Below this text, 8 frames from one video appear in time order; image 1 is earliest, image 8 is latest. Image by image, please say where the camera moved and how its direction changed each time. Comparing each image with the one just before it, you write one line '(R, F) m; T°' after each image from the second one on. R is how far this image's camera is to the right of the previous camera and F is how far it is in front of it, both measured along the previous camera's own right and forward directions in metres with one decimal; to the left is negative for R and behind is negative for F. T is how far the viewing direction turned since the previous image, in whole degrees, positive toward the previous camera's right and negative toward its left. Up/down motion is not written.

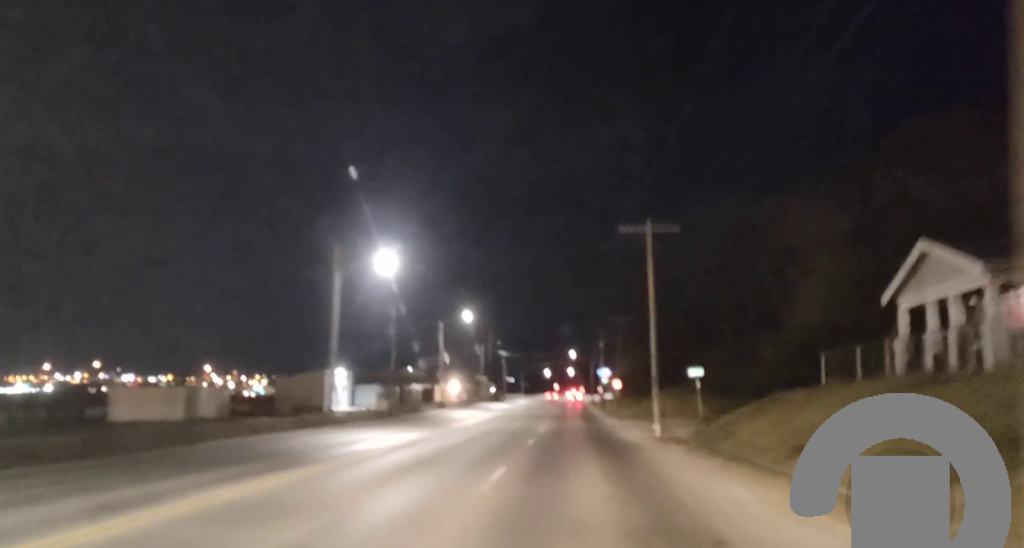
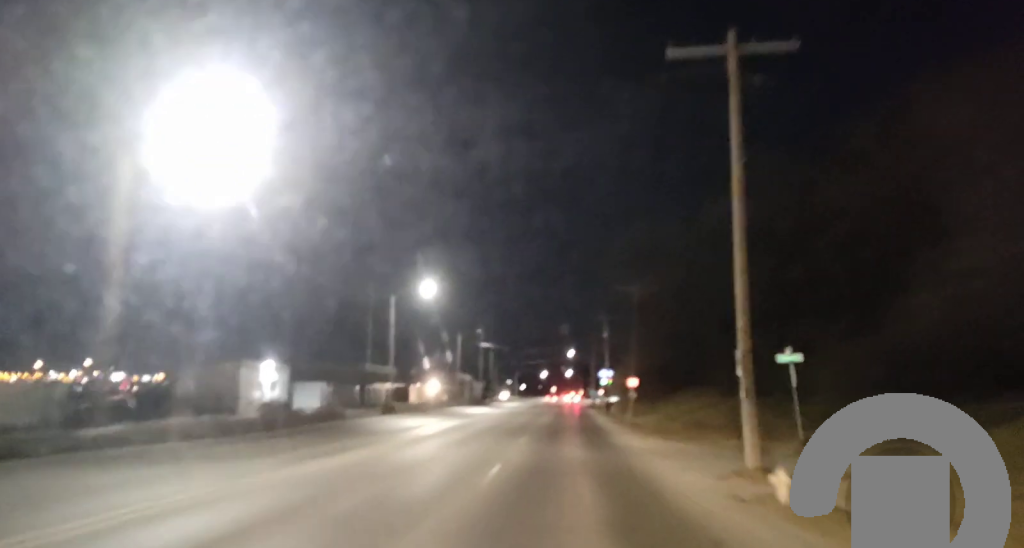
(+0.1, +22.4) m; +1°
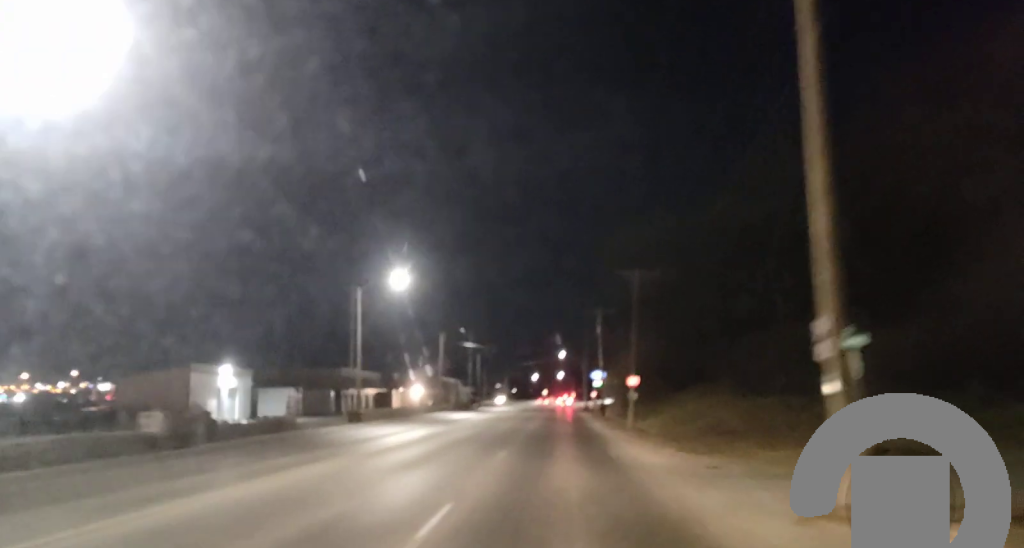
(+0.1, +7.3) m; -1°
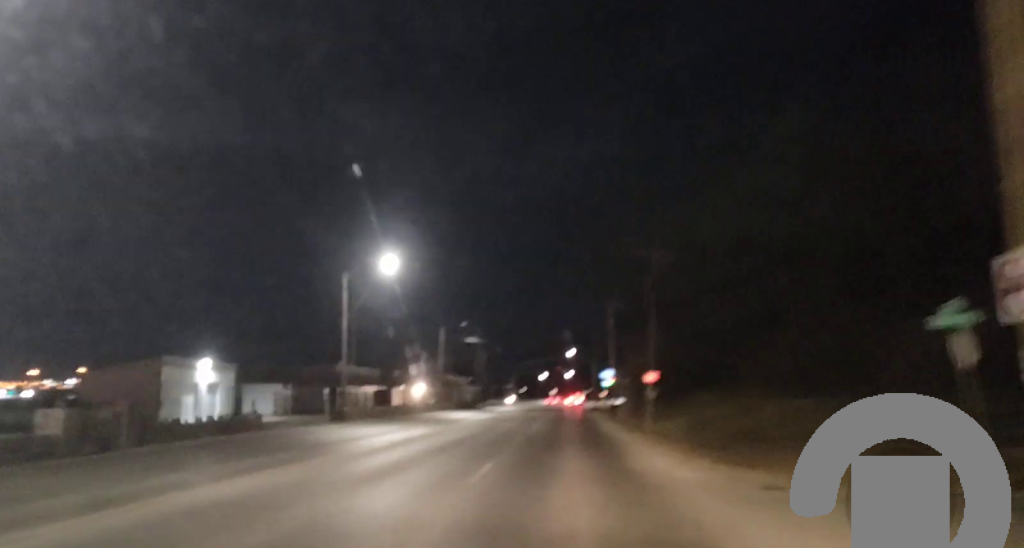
(+0.1, +5.7) m; -1°
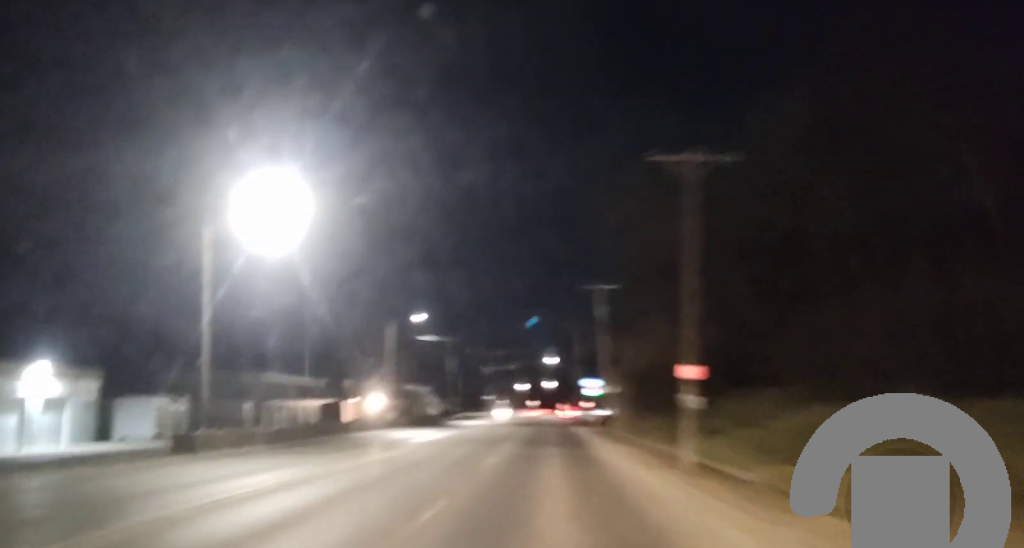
(-0.5, +16.9) m; -2°
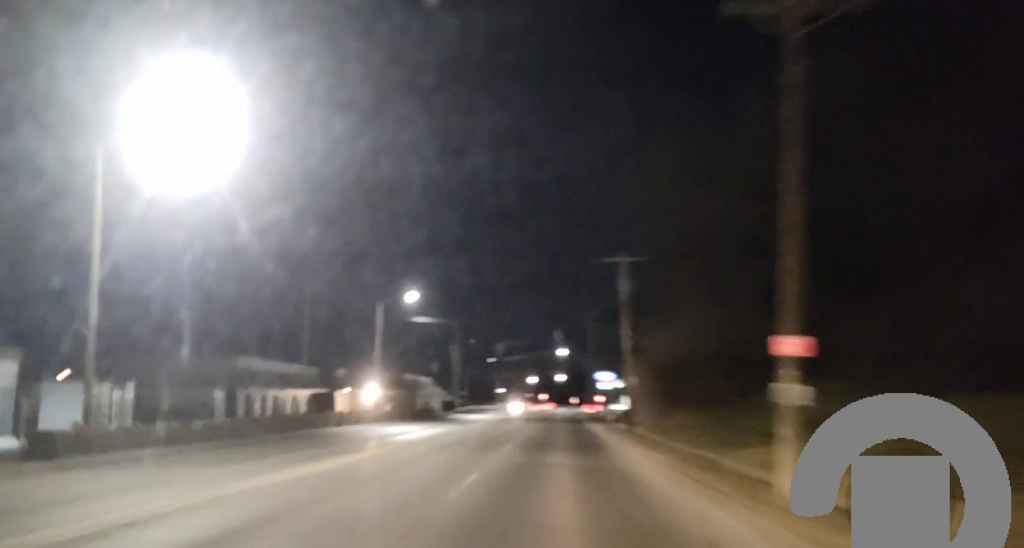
(-0.1, +8.8) m; 0°
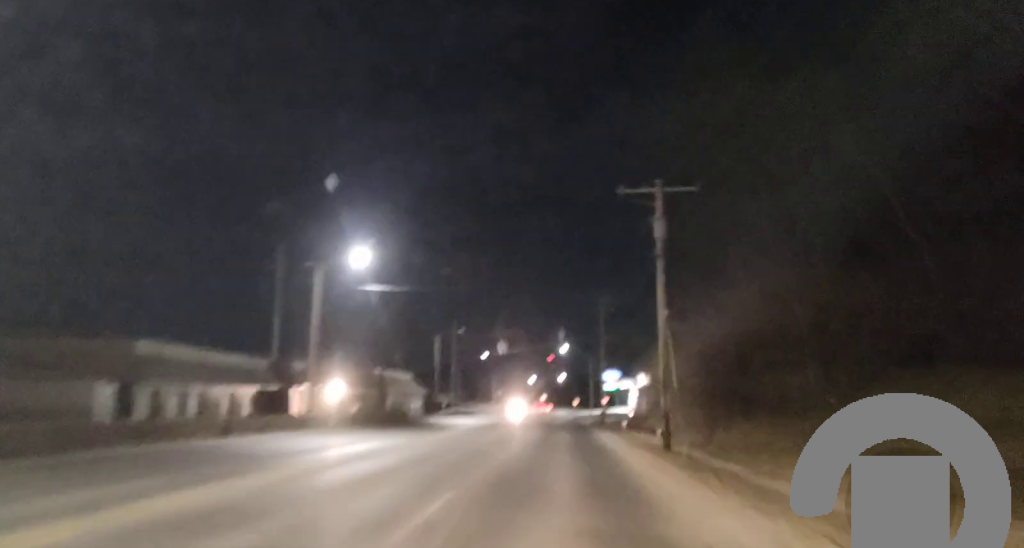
(+0.1, +16.2) m; 0°
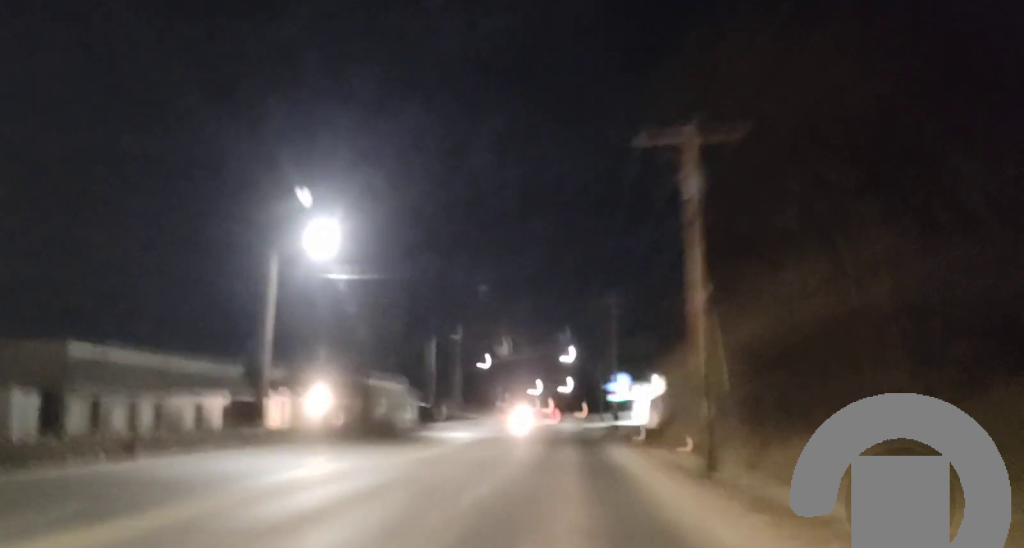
(-0.1, +8.3) m; 0°
